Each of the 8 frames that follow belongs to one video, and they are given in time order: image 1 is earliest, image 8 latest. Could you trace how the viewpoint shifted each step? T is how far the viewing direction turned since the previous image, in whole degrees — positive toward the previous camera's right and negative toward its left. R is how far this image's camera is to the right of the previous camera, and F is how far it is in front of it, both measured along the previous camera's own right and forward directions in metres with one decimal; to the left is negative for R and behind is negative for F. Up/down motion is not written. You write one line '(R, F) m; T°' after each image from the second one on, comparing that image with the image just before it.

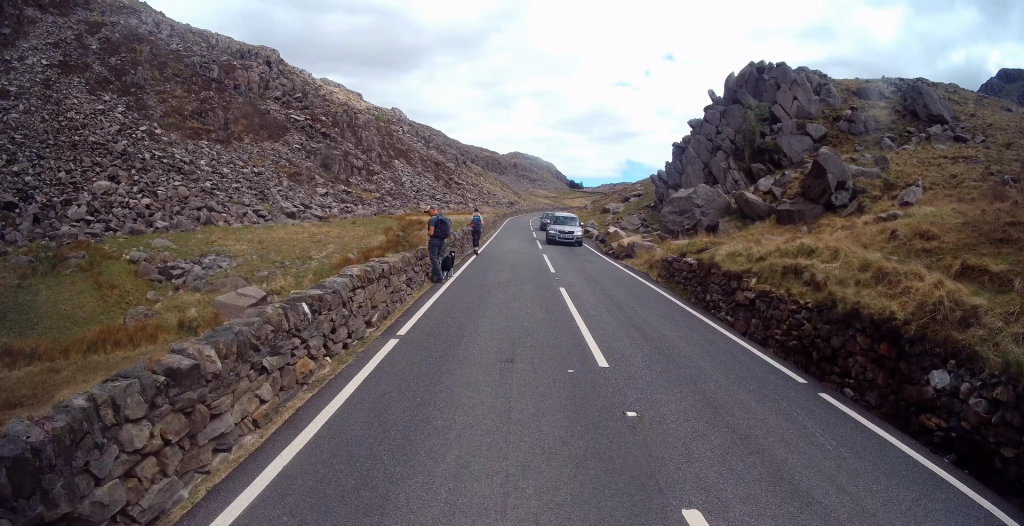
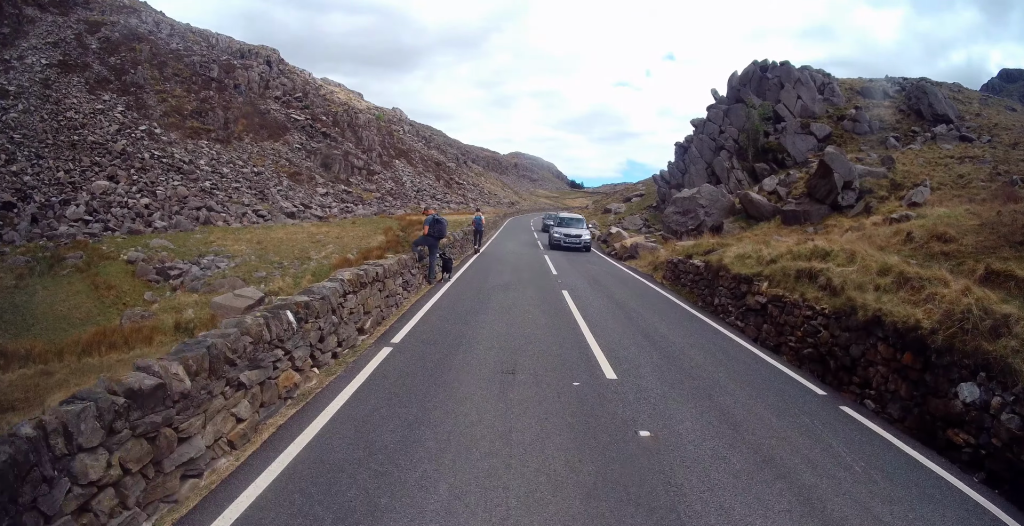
(-0.1, +0.5) m; 0°
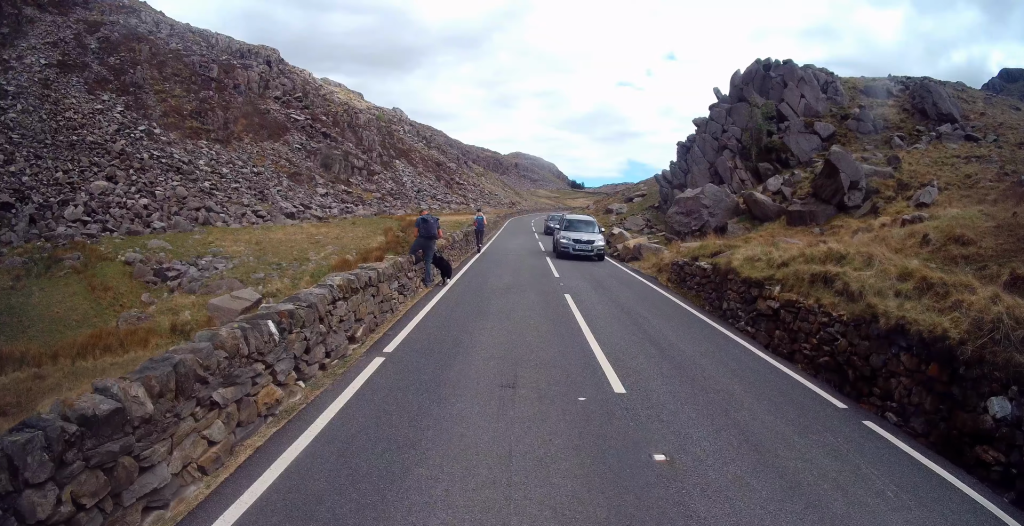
(-0.2, +0.4) m; 0°
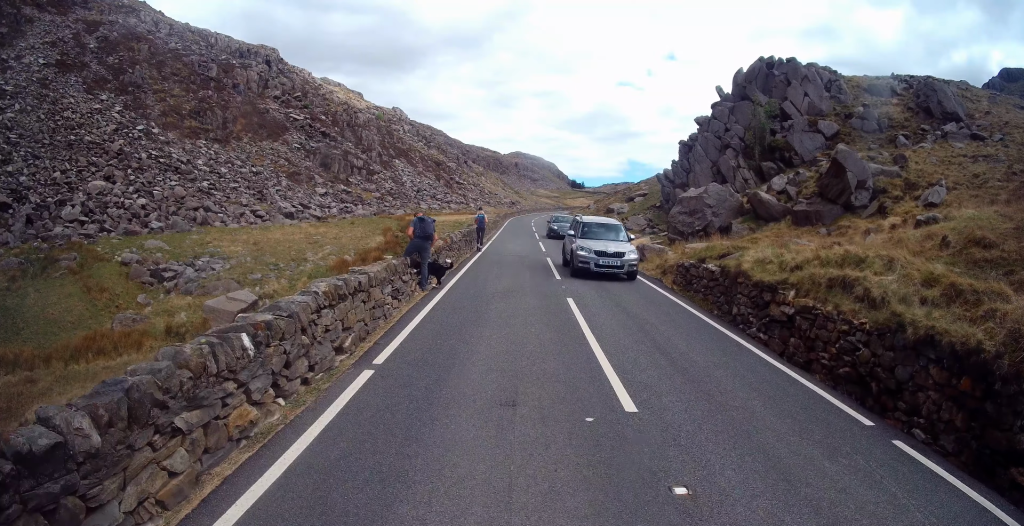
(-0.1, +0.5) m; 0°
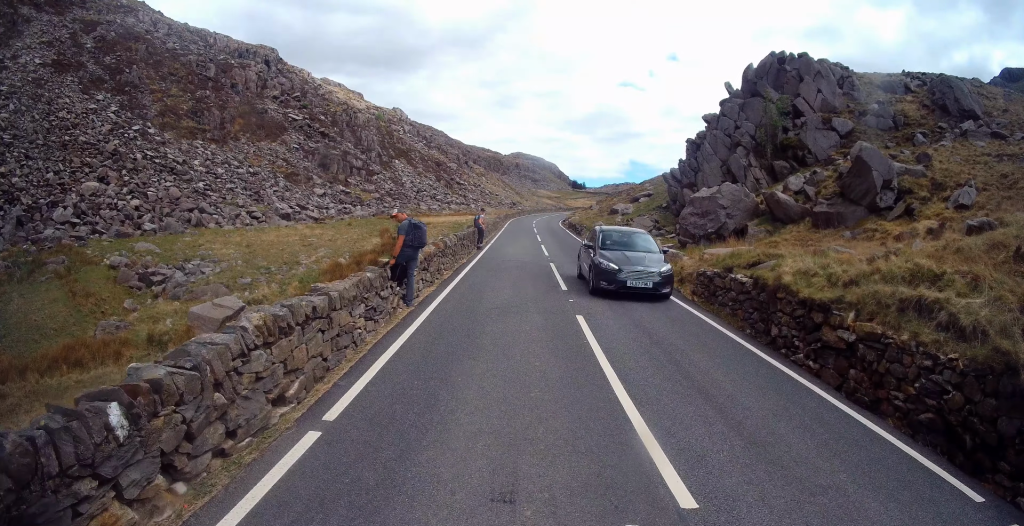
(+0.5, +1.6) m; 0°
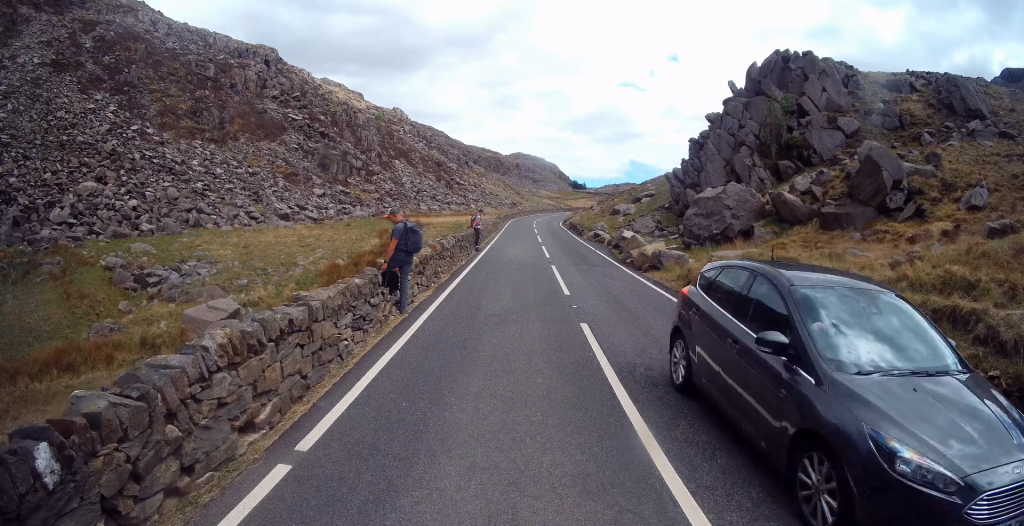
(-0.2, +0.7) m; 0°
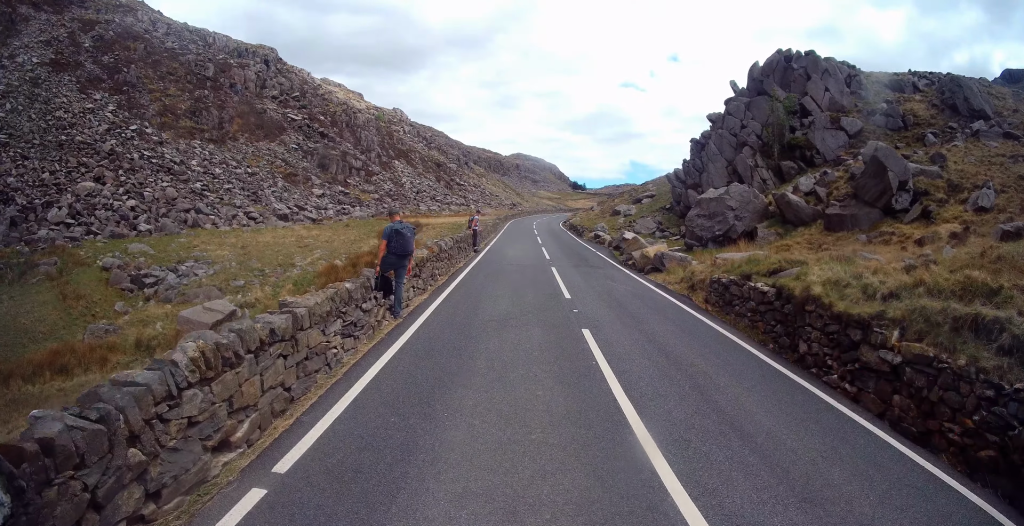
(-0.2, +0.5) m; 0°
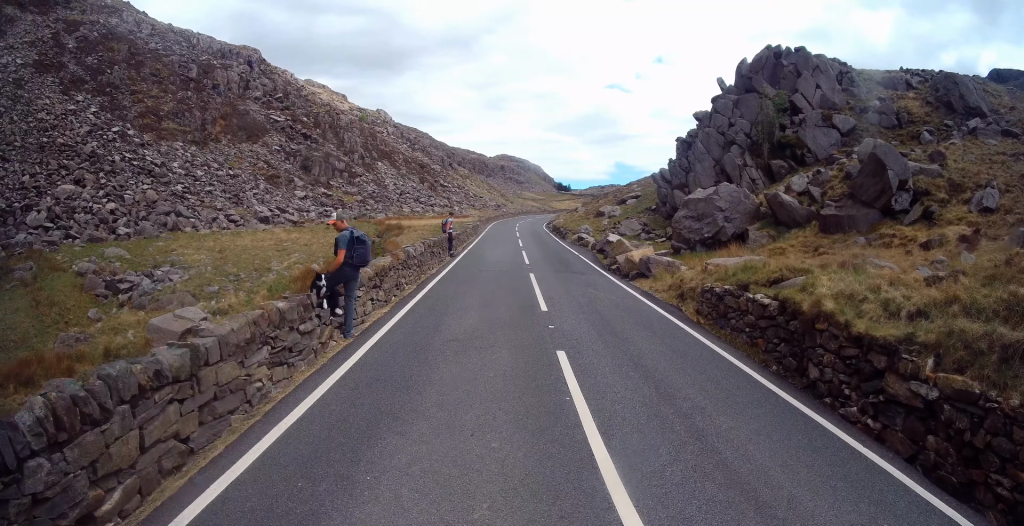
(-0.2, +1.0) m; +1°
